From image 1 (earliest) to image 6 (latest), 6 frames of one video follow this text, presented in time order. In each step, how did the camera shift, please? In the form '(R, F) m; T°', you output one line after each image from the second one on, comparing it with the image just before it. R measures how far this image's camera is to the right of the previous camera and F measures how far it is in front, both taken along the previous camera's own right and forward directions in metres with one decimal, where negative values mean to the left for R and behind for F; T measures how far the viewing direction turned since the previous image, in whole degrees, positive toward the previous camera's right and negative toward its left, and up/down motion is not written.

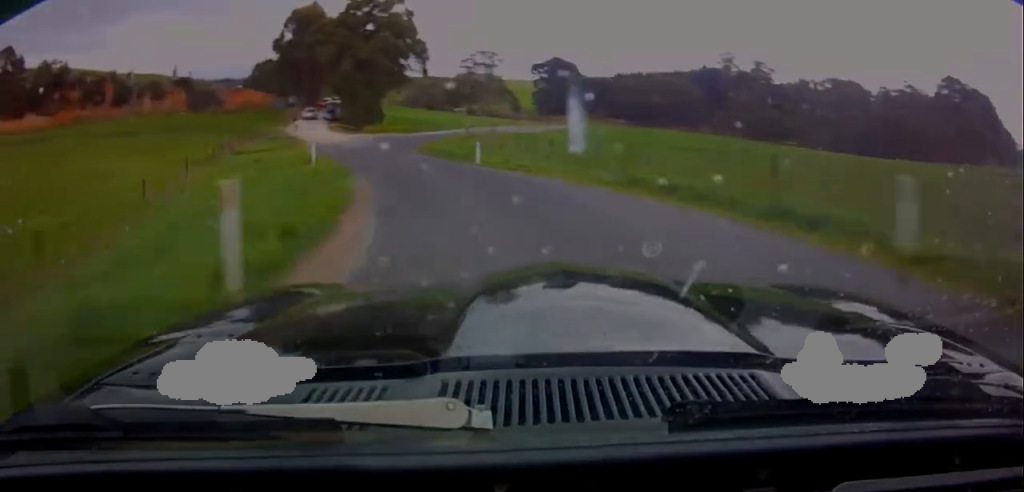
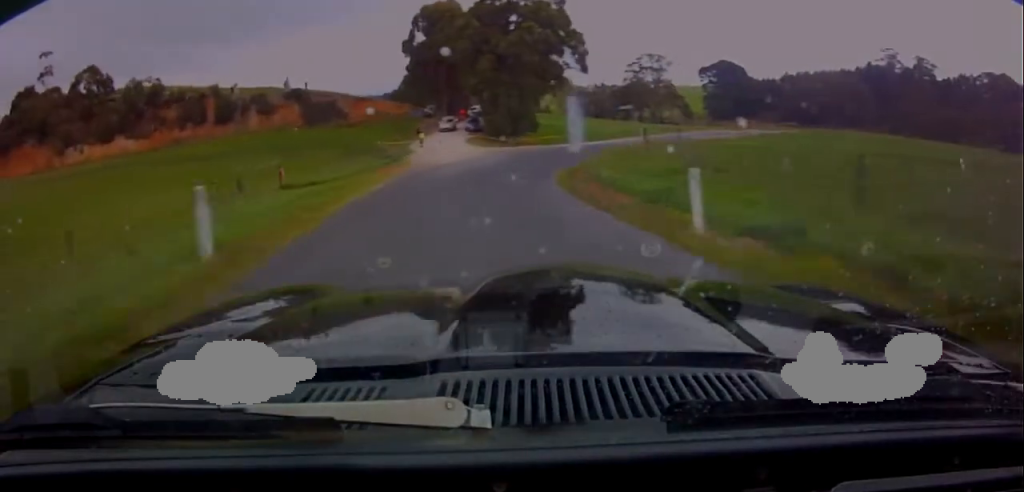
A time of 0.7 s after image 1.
(-3.8, +15.8) m; -11°
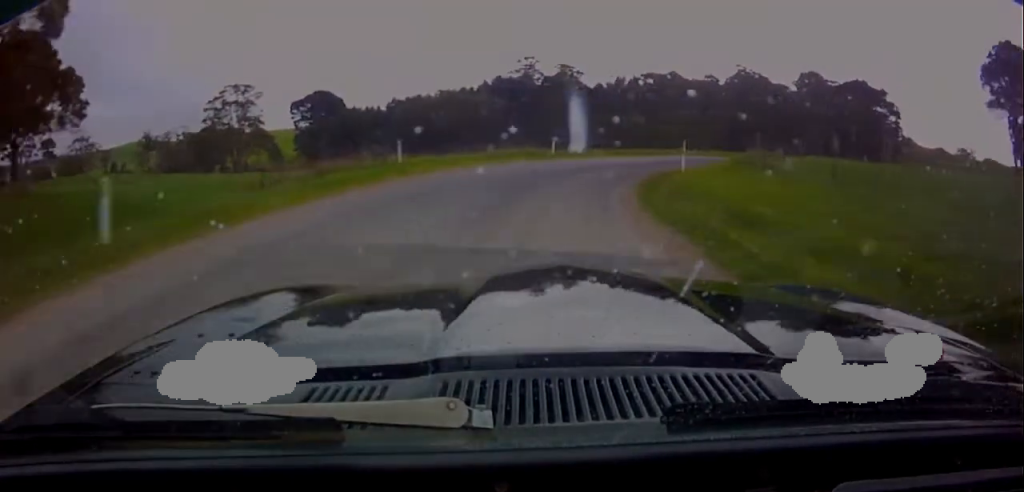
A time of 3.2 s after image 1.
(+1.3, +57.2) m; +20°
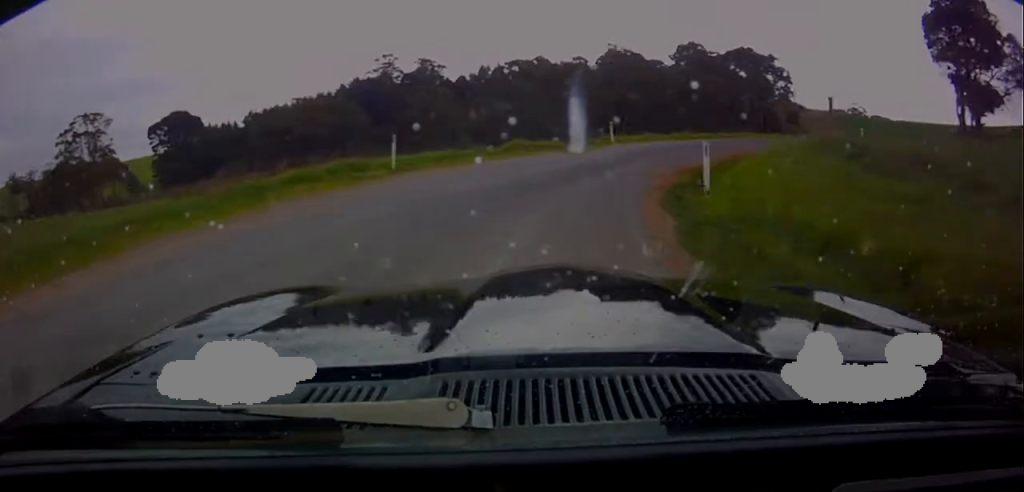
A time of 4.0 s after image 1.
(+1.4, +15.5) m; +20°
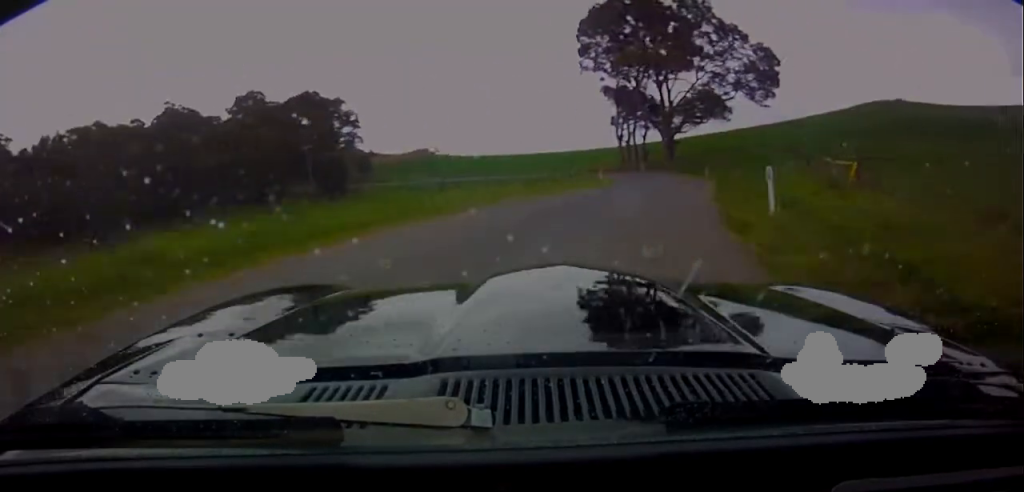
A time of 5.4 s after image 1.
(+12.3, +24.4) m; +41°
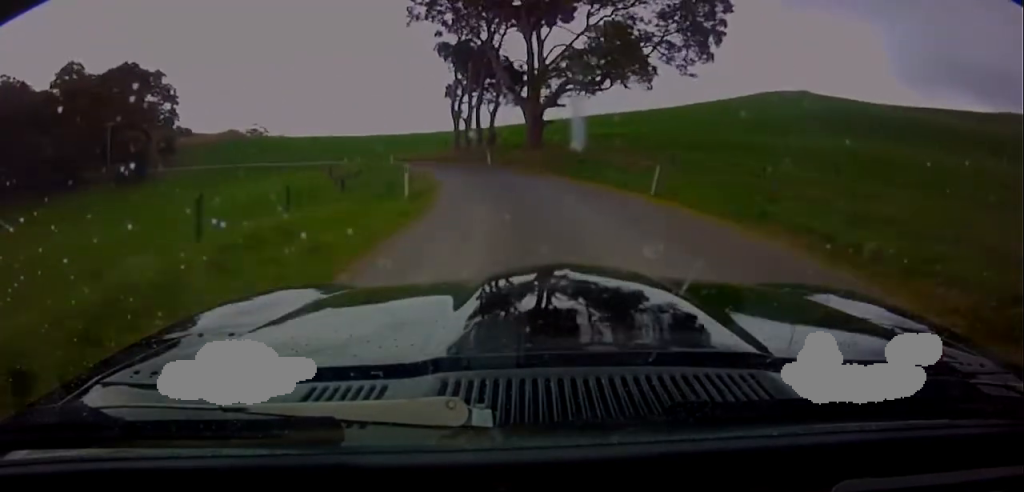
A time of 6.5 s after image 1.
(+3.9, +25.9) m; +6°
